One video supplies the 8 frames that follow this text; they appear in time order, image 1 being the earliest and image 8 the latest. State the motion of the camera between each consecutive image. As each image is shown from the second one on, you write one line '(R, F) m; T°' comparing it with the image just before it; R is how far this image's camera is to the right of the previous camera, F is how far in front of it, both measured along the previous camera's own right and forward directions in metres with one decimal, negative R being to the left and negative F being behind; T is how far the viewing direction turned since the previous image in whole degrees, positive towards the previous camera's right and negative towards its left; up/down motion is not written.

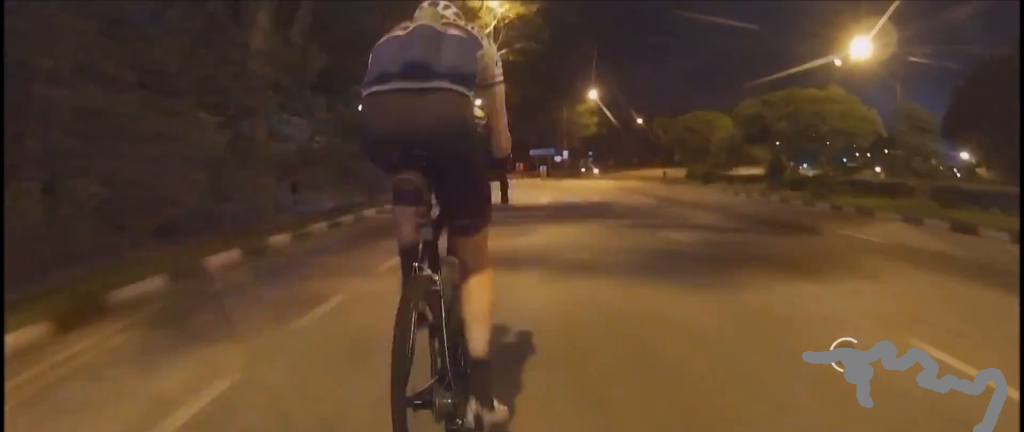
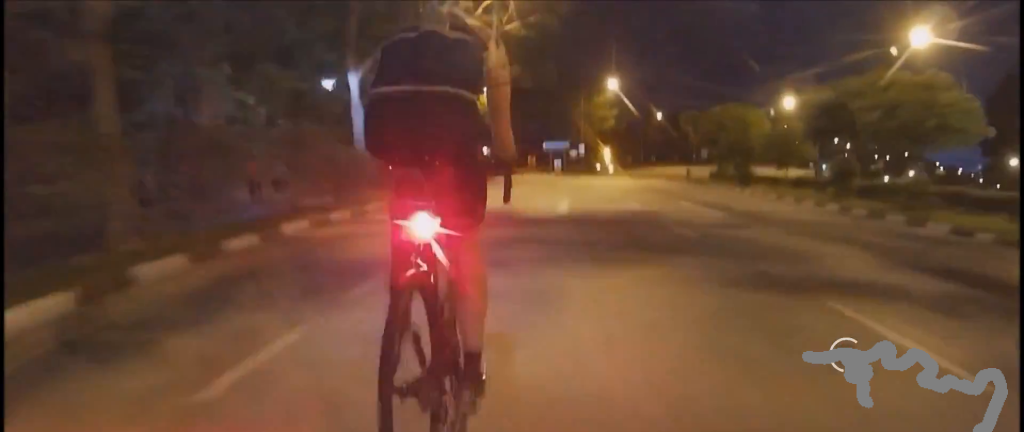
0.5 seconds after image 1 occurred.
(+0.6, +5.6) m; -1°
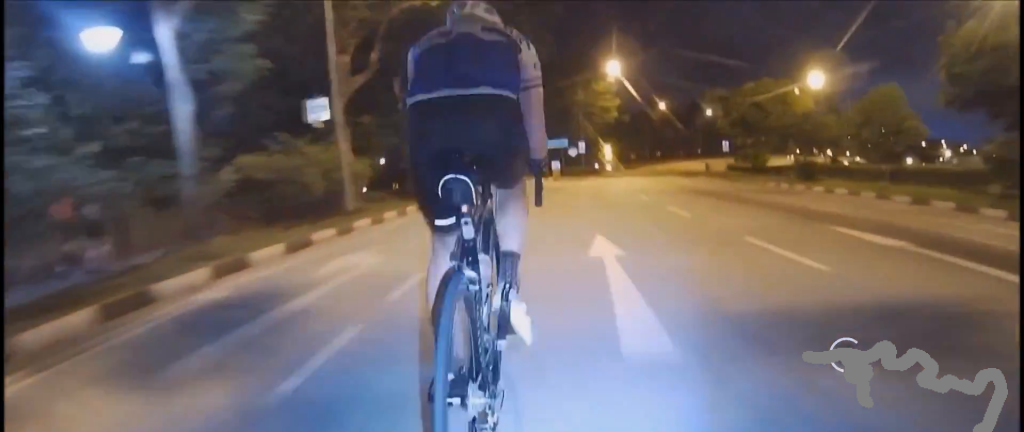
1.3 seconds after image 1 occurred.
(+0.2, +9.9) m; -2°
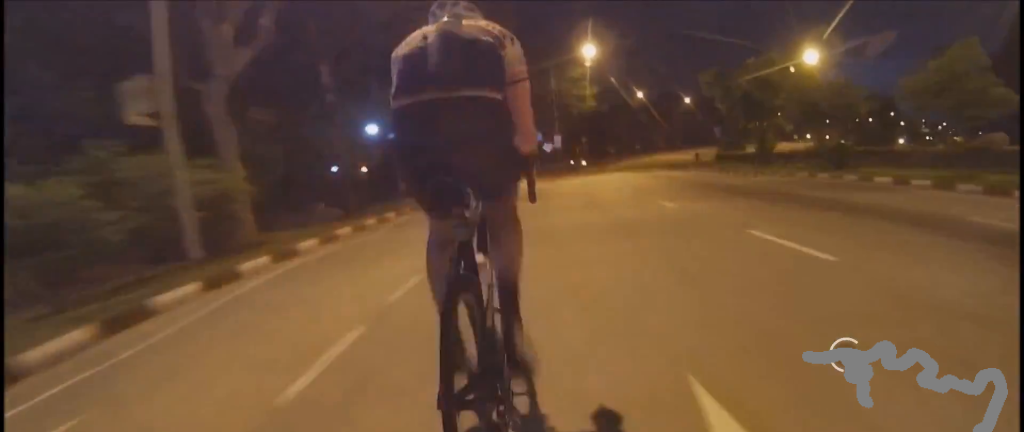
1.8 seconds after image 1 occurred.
(-0.9, +5.8) m; 0°
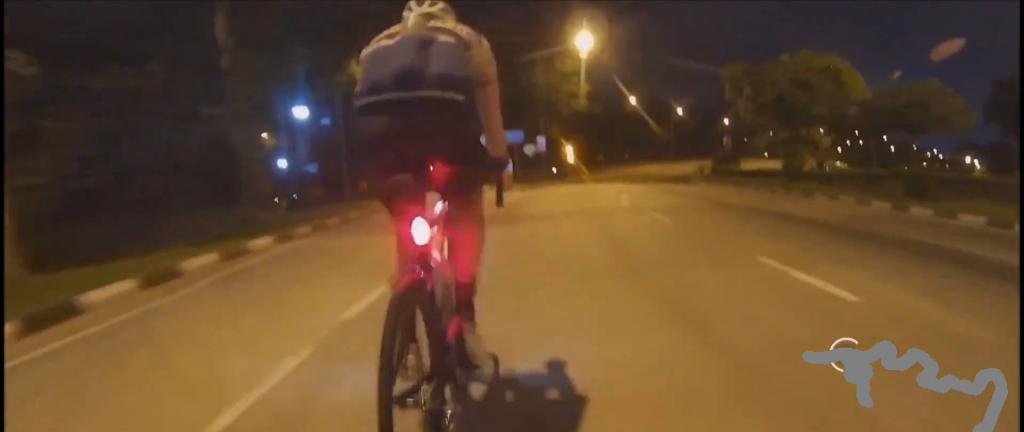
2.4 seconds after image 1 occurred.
(+0.3, +6.6) m; +5°
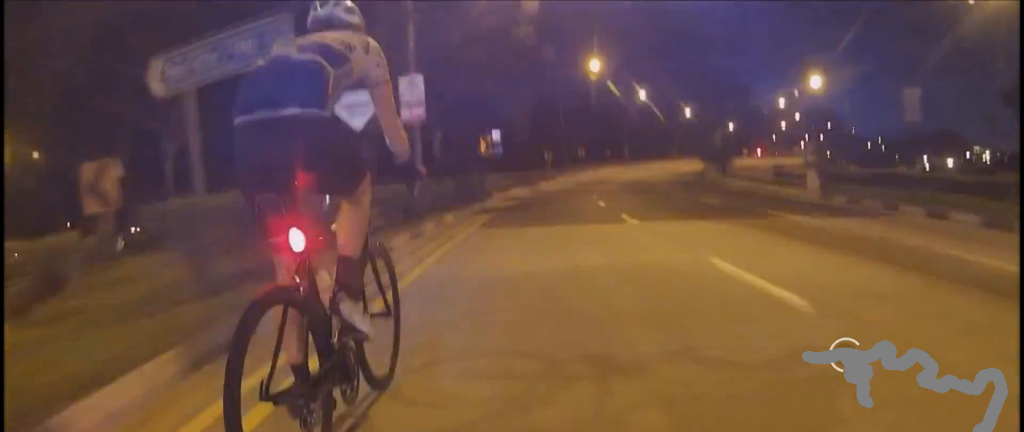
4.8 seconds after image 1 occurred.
(+4.1, +27.3) m; +11°
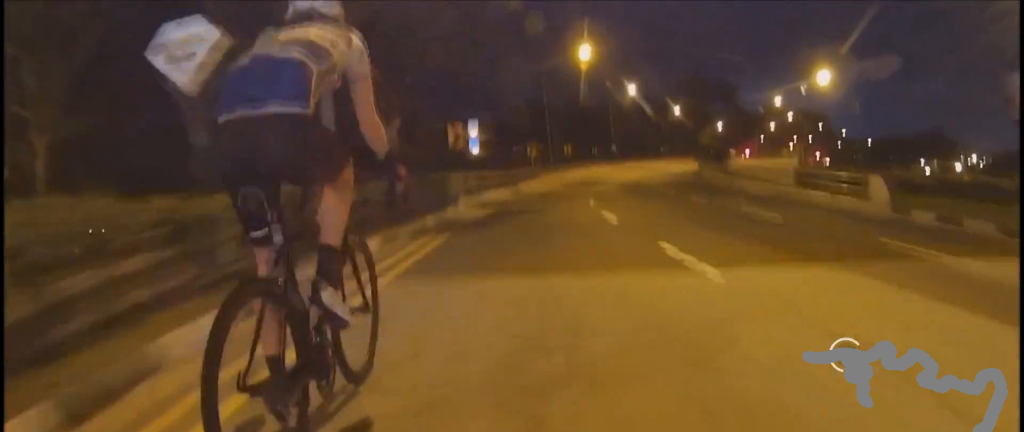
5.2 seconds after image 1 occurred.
(0.0, +5.0) m; +2°
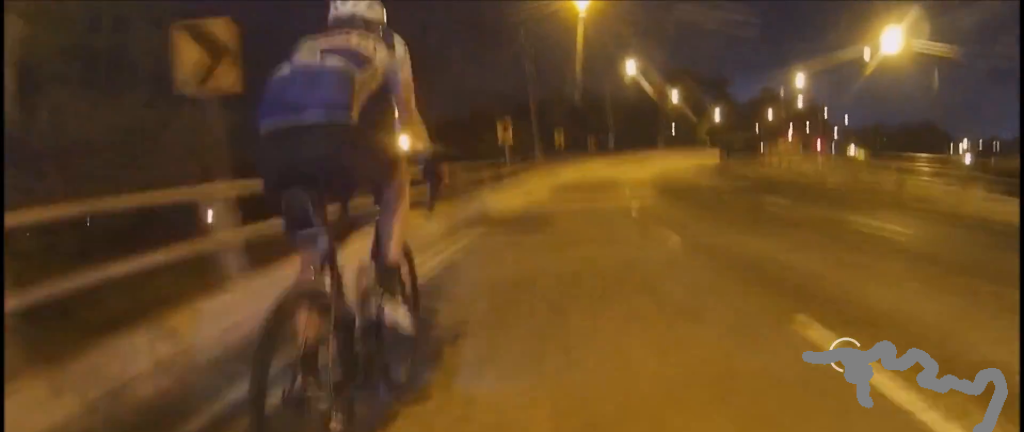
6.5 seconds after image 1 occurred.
(+1.5, +14.7) m; +6°
